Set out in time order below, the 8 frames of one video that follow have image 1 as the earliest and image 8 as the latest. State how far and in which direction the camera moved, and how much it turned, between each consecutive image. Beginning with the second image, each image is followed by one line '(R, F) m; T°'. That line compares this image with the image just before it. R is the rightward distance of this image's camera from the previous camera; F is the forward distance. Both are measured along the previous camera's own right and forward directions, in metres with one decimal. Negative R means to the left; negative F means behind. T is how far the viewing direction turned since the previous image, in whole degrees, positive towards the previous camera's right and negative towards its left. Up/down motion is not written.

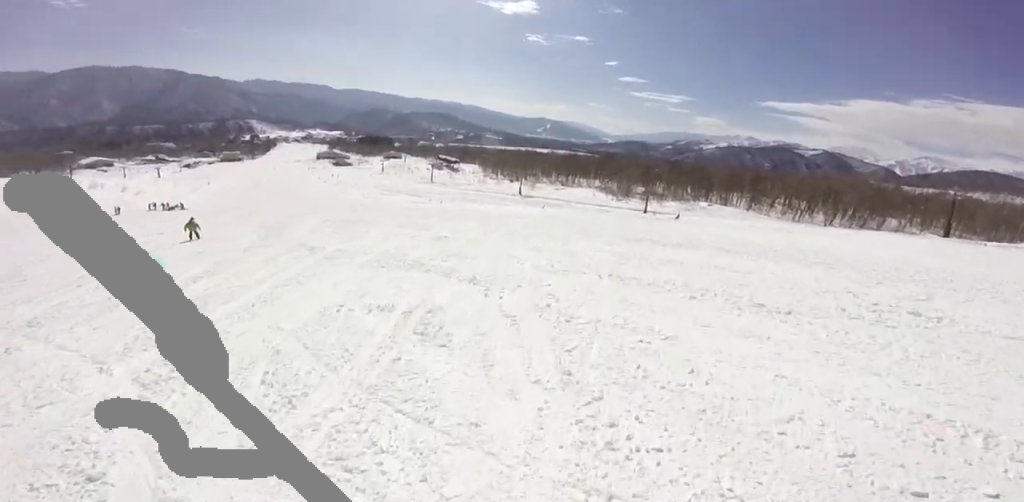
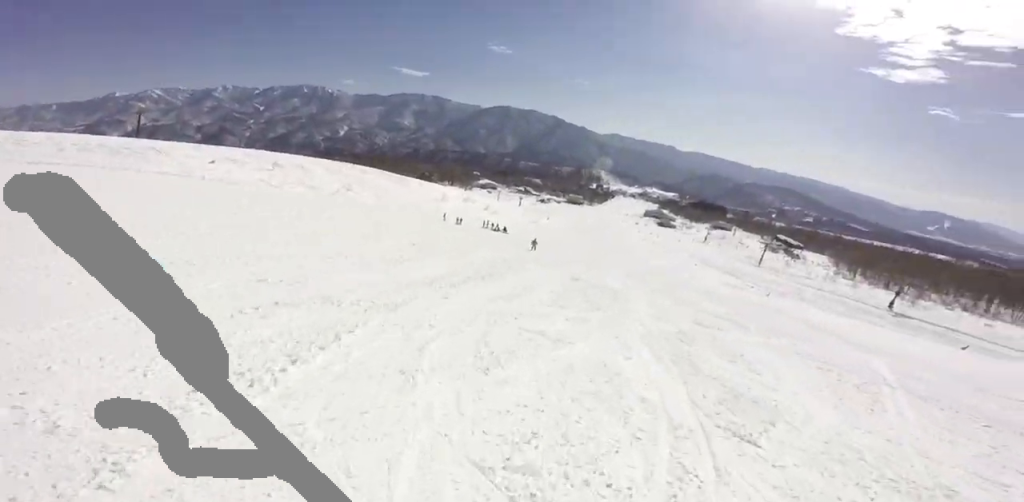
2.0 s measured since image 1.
(-4.2, +14.1) m; -16°
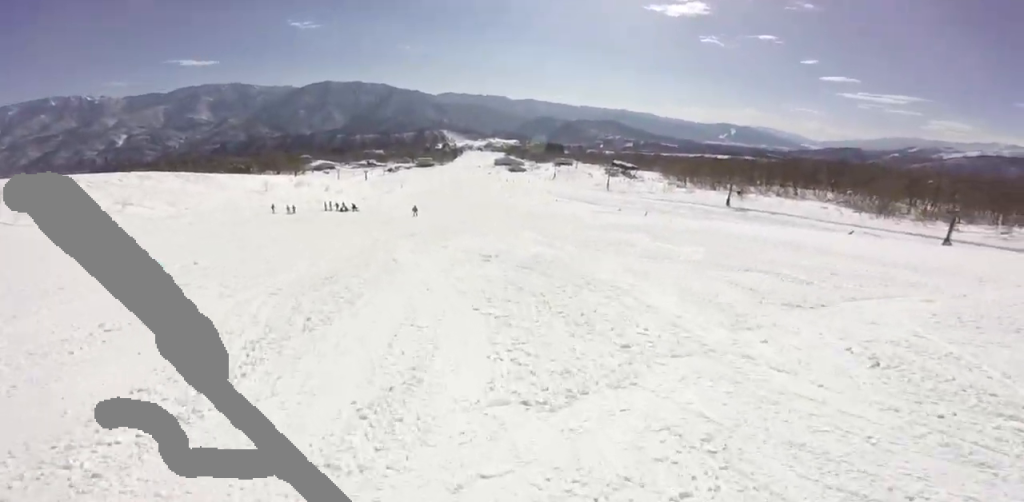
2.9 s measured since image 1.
(+0.5, +7.4) m; +1°
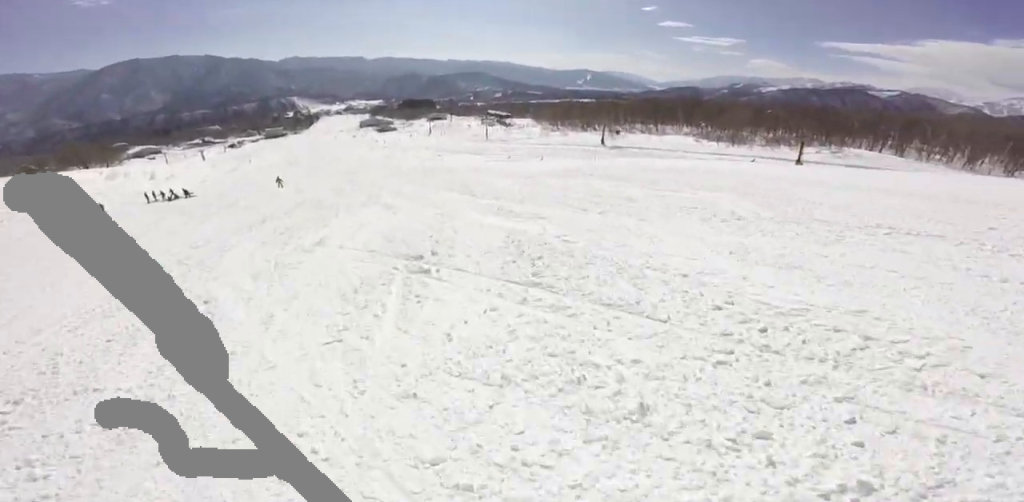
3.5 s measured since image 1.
(+0.1, +5.5) m; -1°
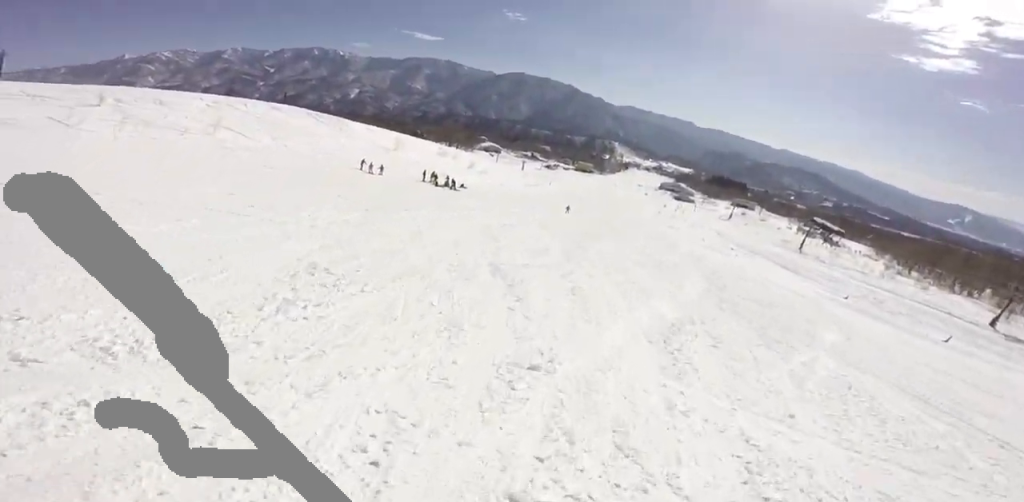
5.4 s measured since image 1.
(-1.7, +17.3) m; -13°
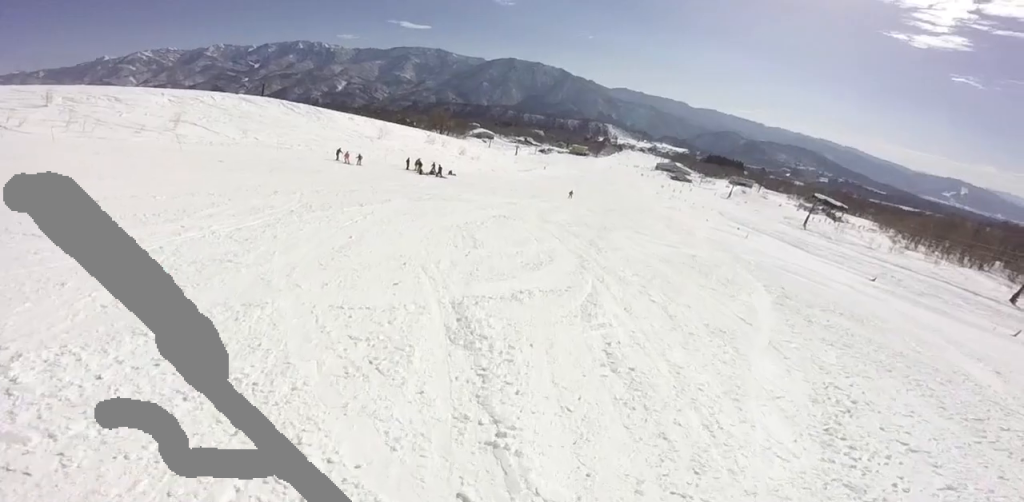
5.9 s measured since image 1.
(-0.3, +4.5) m; -4°
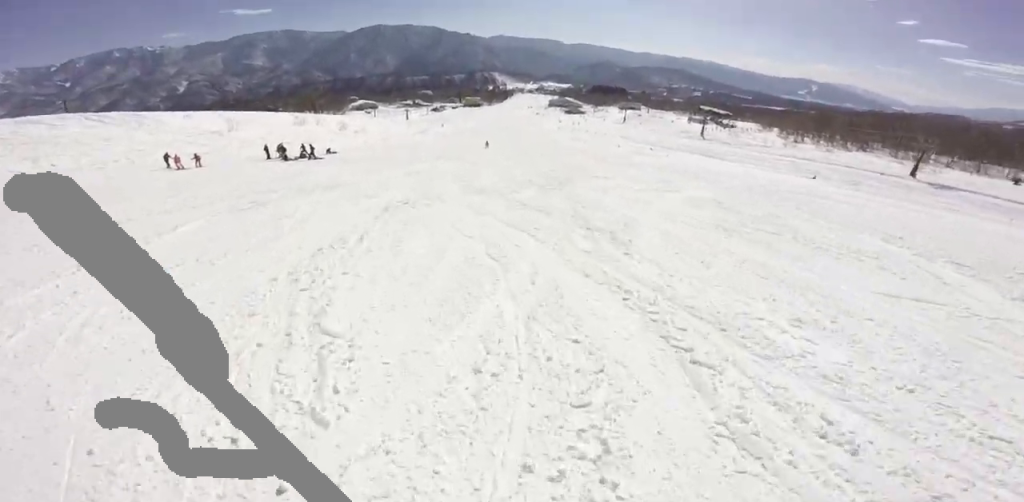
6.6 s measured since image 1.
(-0.4, +7.2) m; -3°
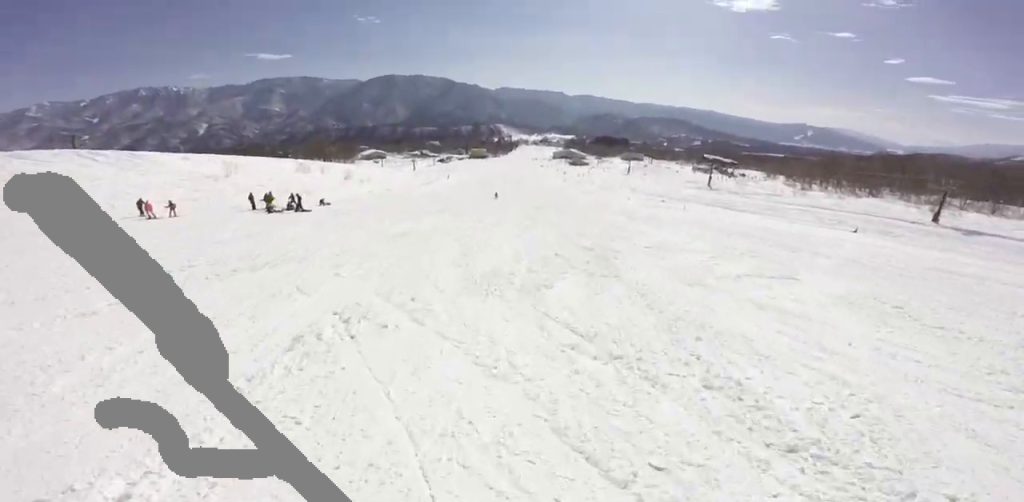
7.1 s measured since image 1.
(-0.3, +5.0) m; 0°
